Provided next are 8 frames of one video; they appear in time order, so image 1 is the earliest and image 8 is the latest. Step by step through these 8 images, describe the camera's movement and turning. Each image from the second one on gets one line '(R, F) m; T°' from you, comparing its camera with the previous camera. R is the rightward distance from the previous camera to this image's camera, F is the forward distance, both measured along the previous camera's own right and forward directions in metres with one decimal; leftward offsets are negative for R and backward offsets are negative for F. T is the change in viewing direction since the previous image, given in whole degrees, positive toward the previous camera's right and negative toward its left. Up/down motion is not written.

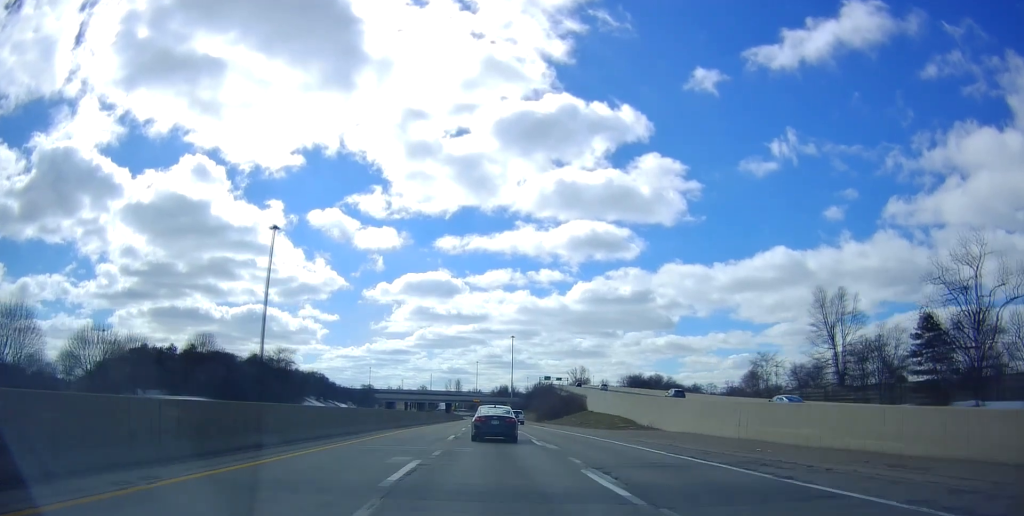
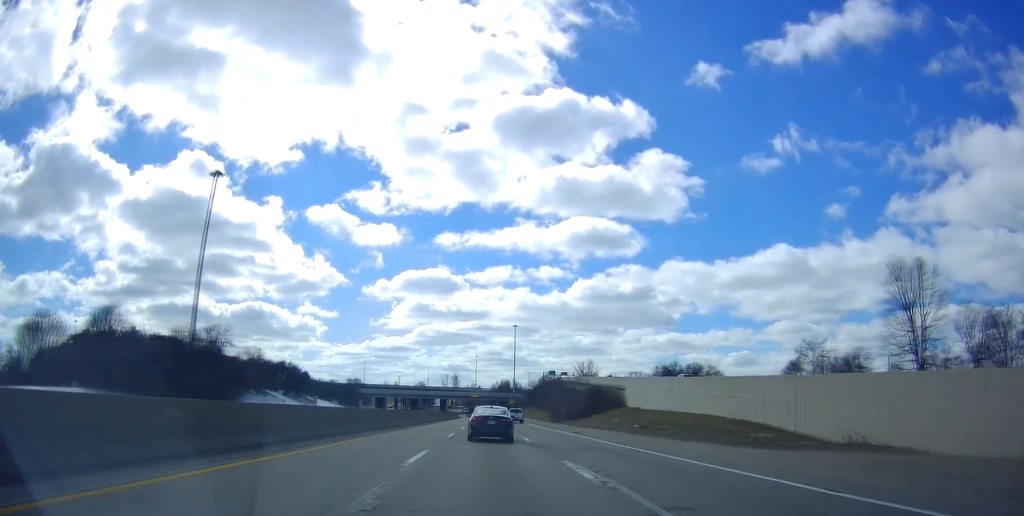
(0.0, +27.1) m; 0°
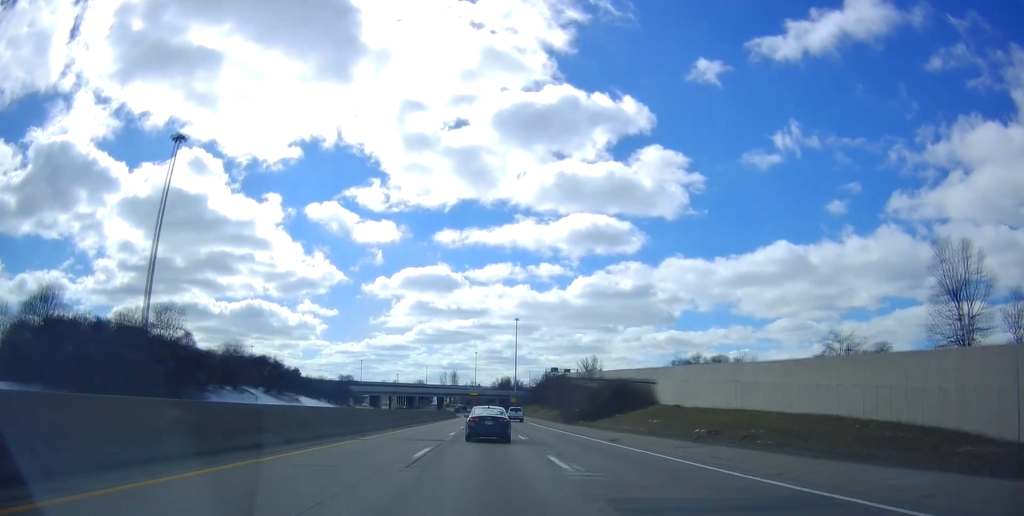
(0.0, +13.1) m; 0°
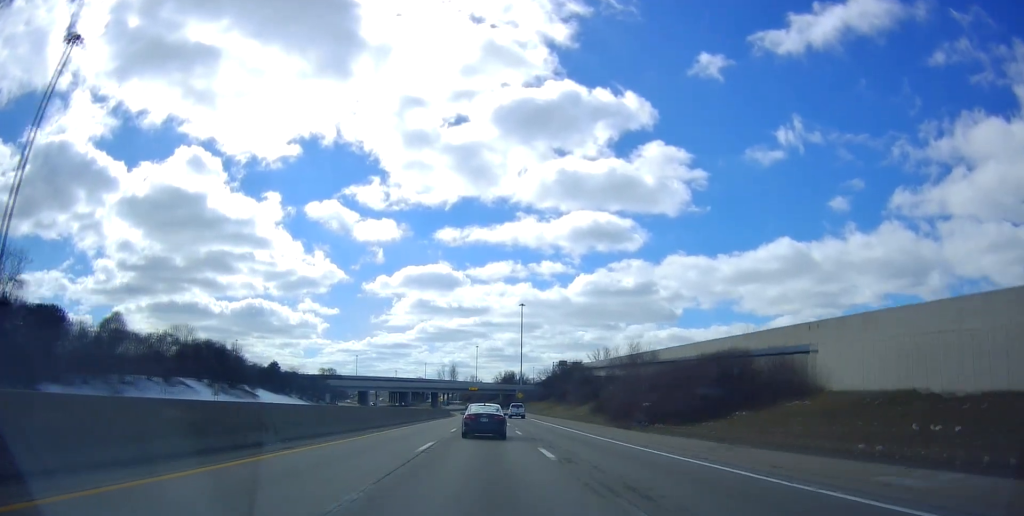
(-0.1, +28.6) m; -1°
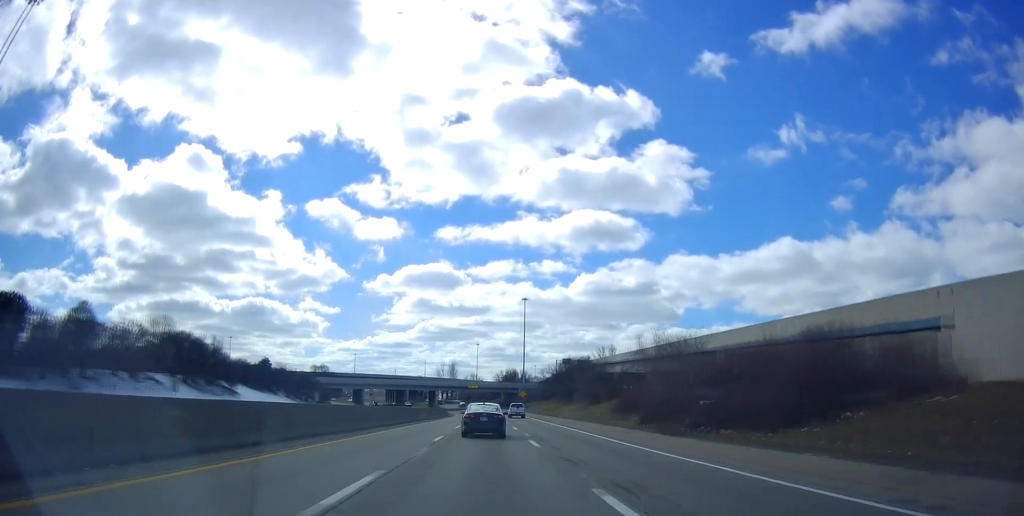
(-0.1, +10.3) m; 0°
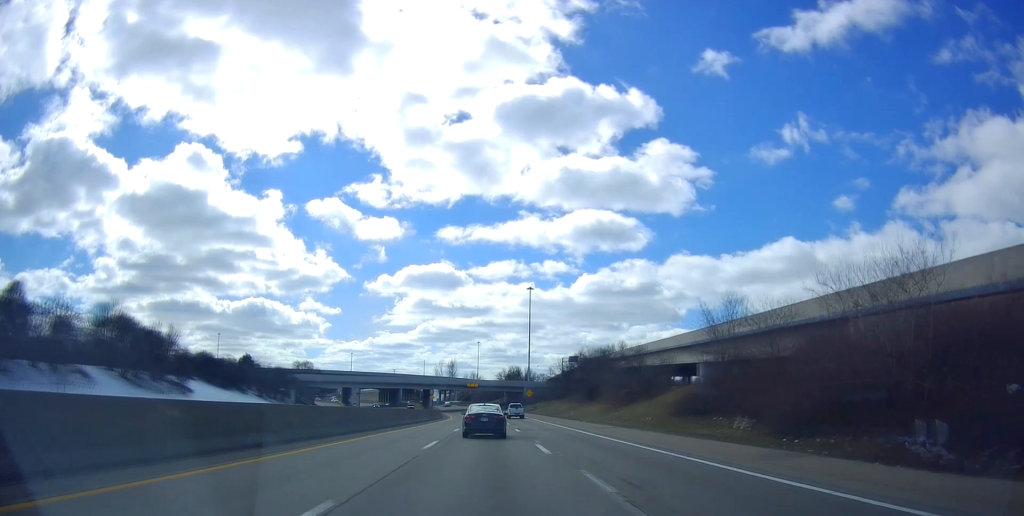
(-0.1, +18.9) m; 0°
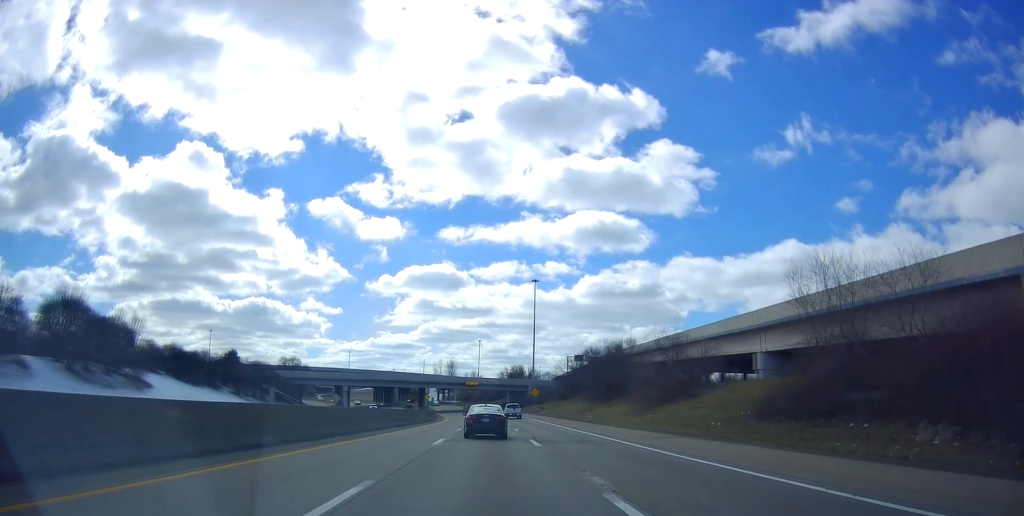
(0.0, +12.9) m; 0°
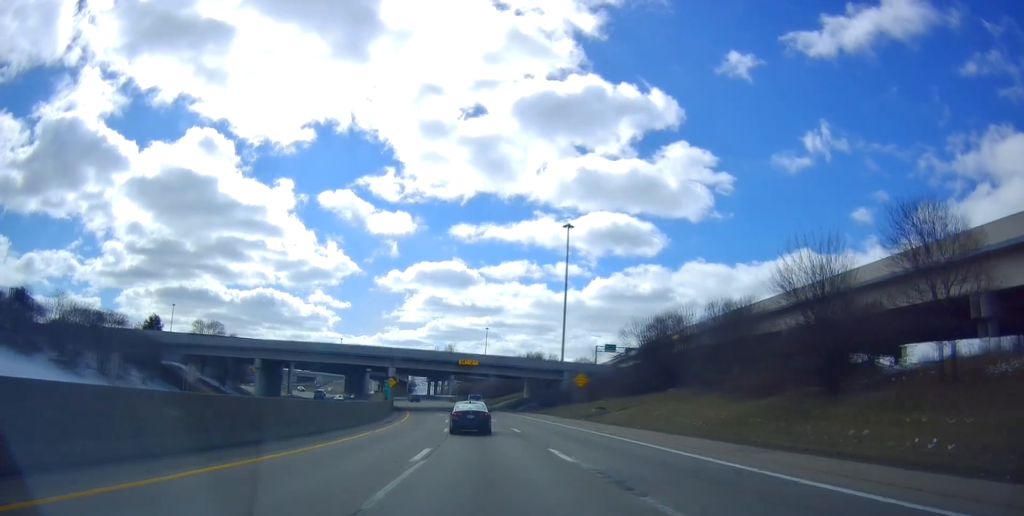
(-0.4, +52.8) m; -1°
